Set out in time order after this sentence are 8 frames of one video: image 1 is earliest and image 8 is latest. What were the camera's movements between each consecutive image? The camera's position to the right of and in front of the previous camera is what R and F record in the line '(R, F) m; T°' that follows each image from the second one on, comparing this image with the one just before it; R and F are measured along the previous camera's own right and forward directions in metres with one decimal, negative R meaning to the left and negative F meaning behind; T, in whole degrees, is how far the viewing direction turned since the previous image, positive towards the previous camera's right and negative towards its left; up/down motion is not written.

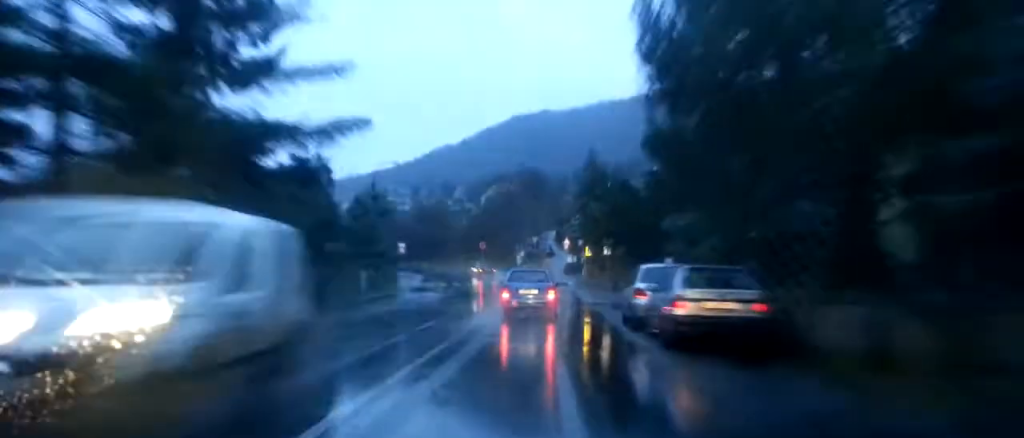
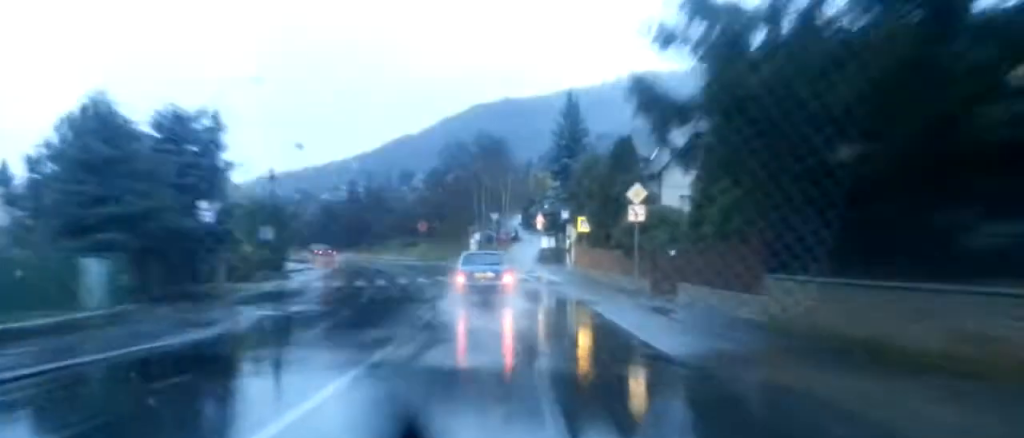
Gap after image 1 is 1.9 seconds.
(+0.6, +25.5) m; +1°
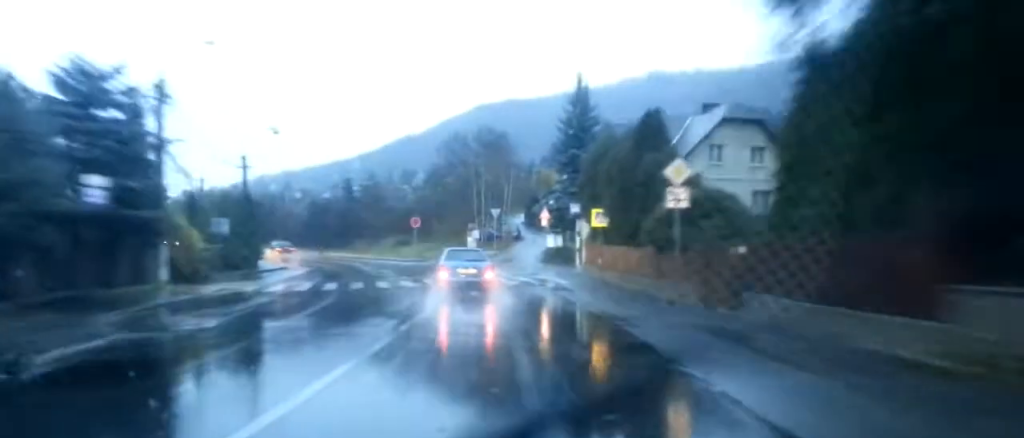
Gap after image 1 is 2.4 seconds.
(+0.1, +6.2) m; 0°
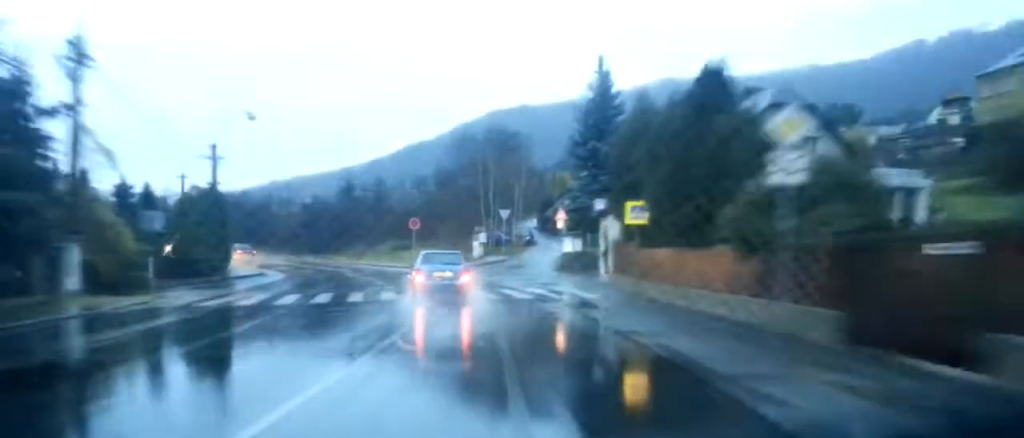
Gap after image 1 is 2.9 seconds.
(0.0, +7.1) m; 0°
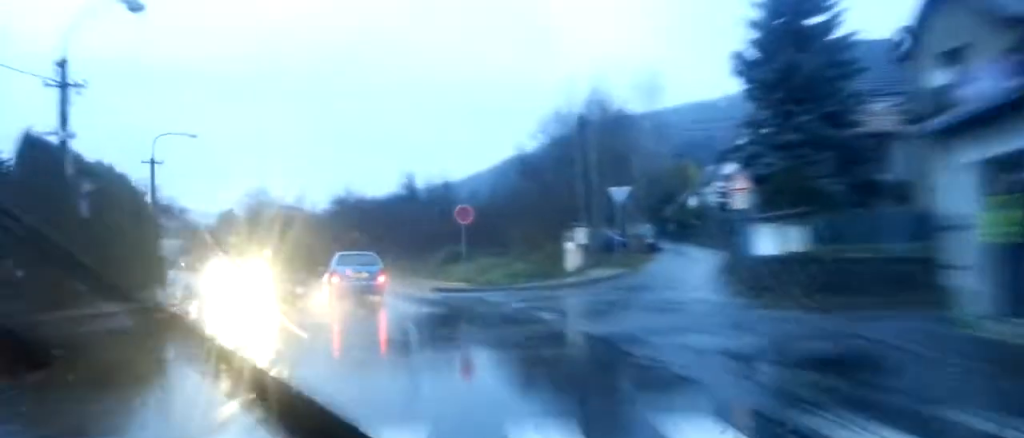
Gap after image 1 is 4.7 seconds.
(-0.7, +23.0) m; -6°
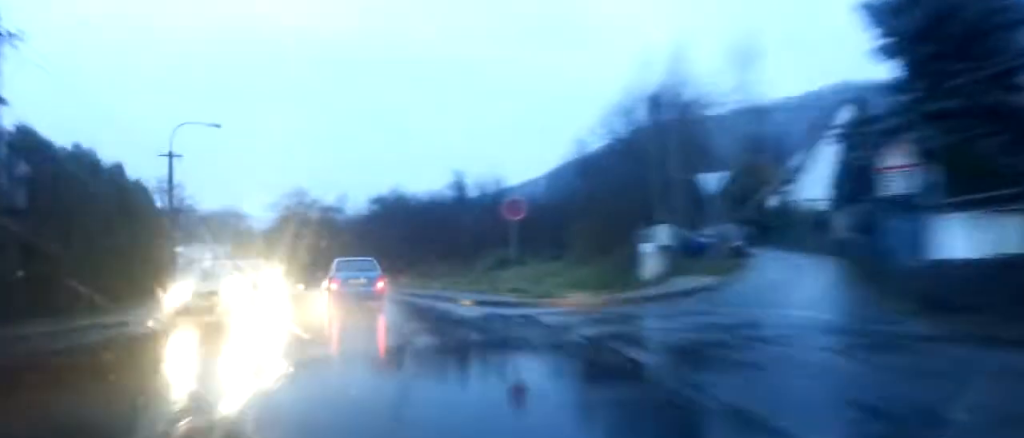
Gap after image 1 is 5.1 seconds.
(-0.1, +6.2) m; -4°
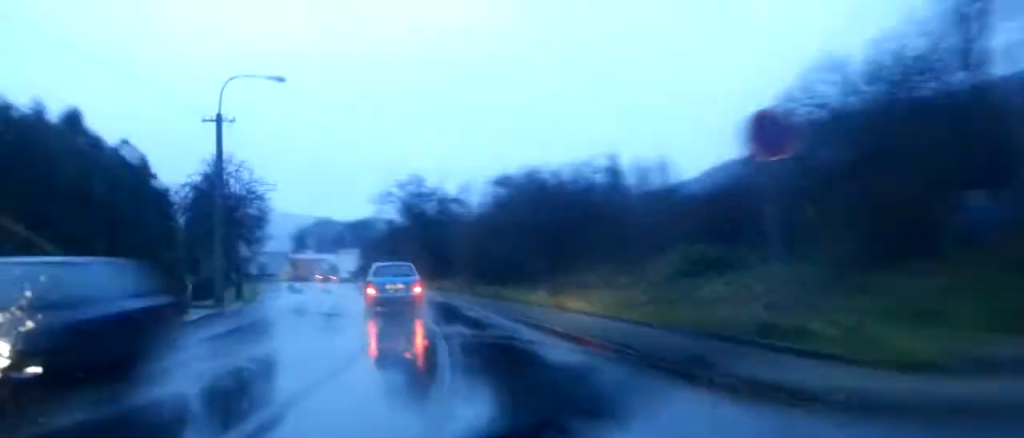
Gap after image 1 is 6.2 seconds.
(-1.3, +14.1) m; -12°
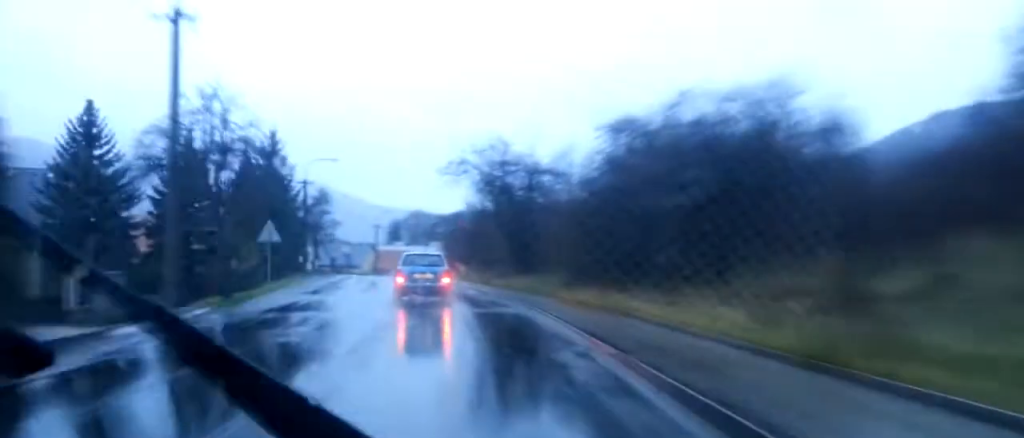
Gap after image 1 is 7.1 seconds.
(-1.5, +12.5) m; -7°
